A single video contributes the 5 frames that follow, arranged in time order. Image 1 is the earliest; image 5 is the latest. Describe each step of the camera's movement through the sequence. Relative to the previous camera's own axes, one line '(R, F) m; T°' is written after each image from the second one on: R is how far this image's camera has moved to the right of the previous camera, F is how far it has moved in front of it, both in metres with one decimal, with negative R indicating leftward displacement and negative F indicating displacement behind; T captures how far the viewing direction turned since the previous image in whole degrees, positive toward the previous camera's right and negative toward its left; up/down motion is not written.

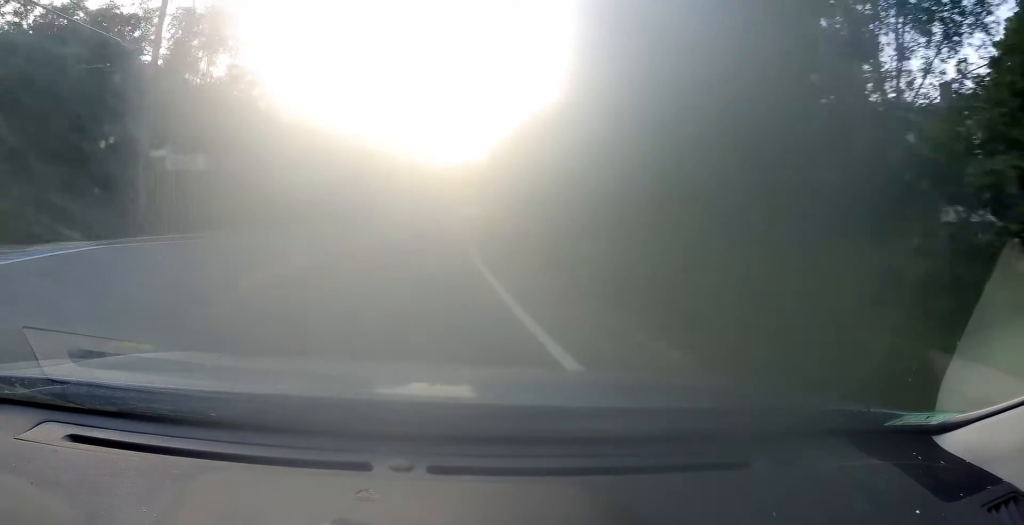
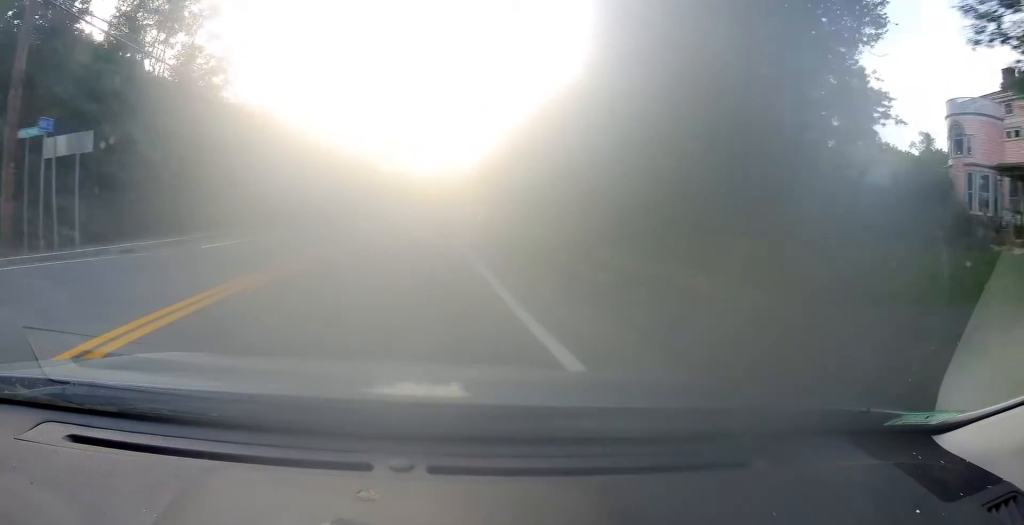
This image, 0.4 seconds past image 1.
(0.0, +7.9) m; +1°
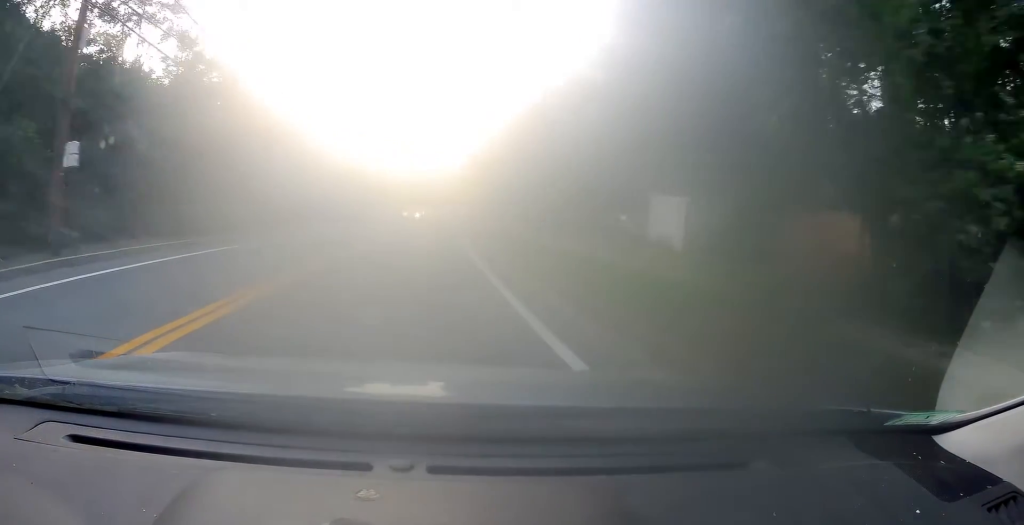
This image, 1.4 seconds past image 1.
(+0.4, +17.7) m; +3°
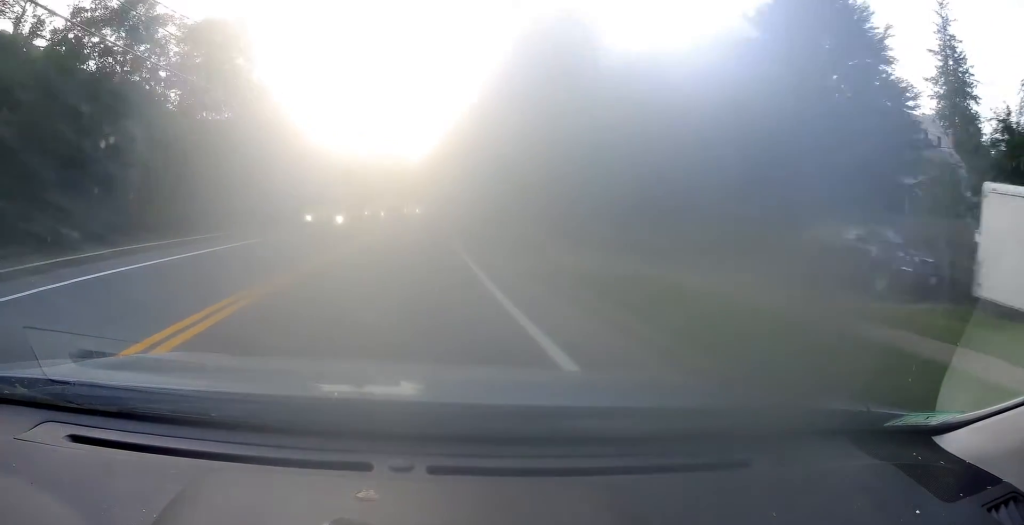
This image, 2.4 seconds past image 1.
(+0.6, +18.4) m; +3°
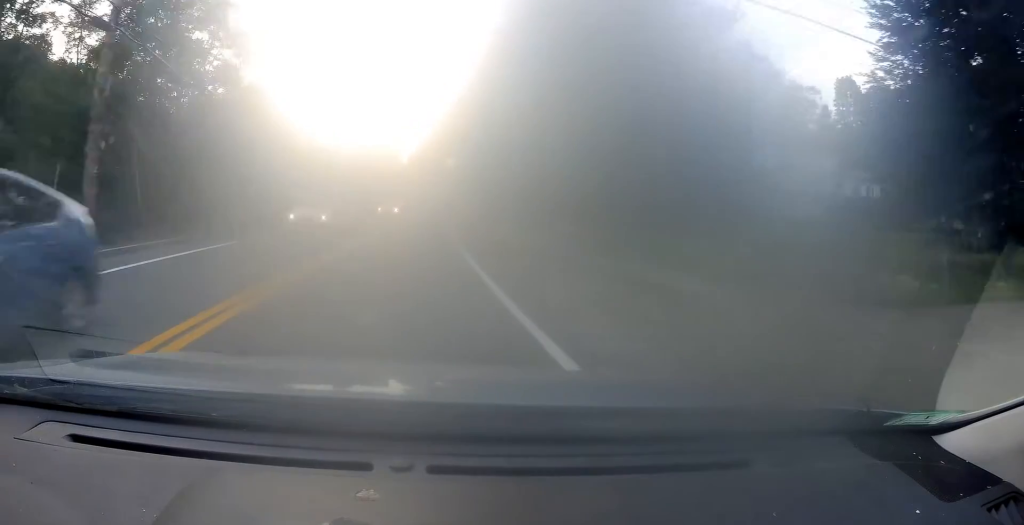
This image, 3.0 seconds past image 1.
(+0.2, +11.8) m; +1°
